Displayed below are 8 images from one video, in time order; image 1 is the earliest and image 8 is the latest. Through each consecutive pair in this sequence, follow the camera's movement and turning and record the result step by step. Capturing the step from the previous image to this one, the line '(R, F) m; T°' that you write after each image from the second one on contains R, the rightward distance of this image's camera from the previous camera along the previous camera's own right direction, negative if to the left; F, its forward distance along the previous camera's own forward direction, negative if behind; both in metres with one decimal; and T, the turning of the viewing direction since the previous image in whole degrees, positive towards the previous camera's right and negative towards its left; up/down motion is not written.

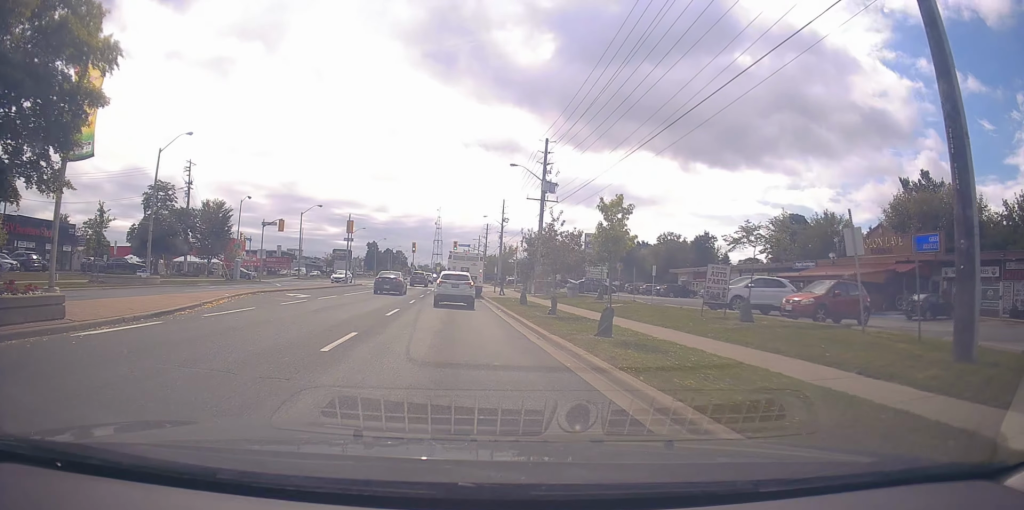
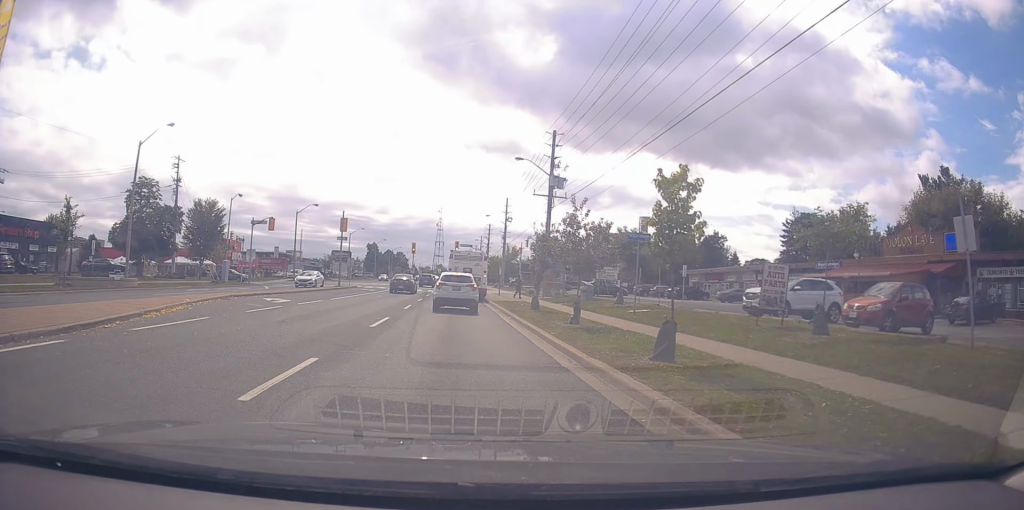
(+0.2, +4.3) m; +2°
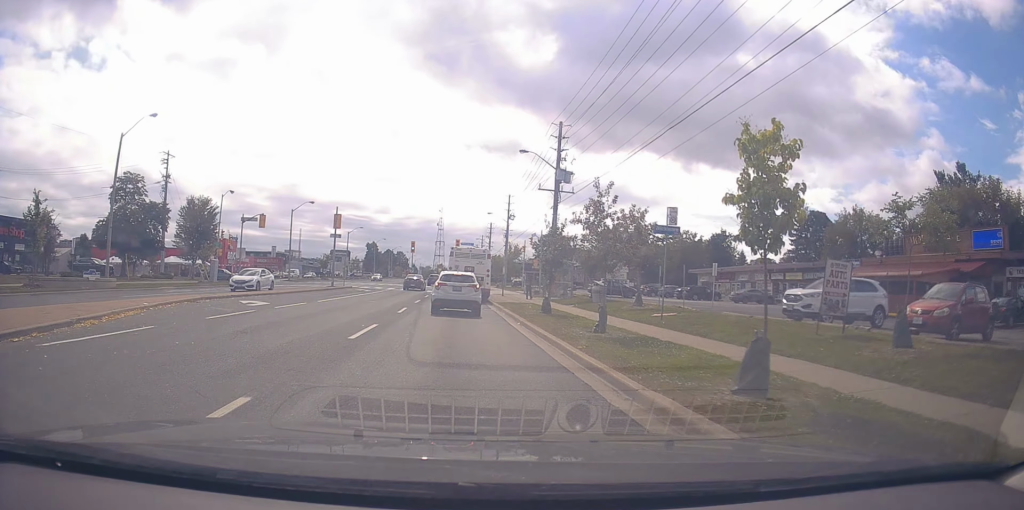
(0.0, +3.3) m; 0°
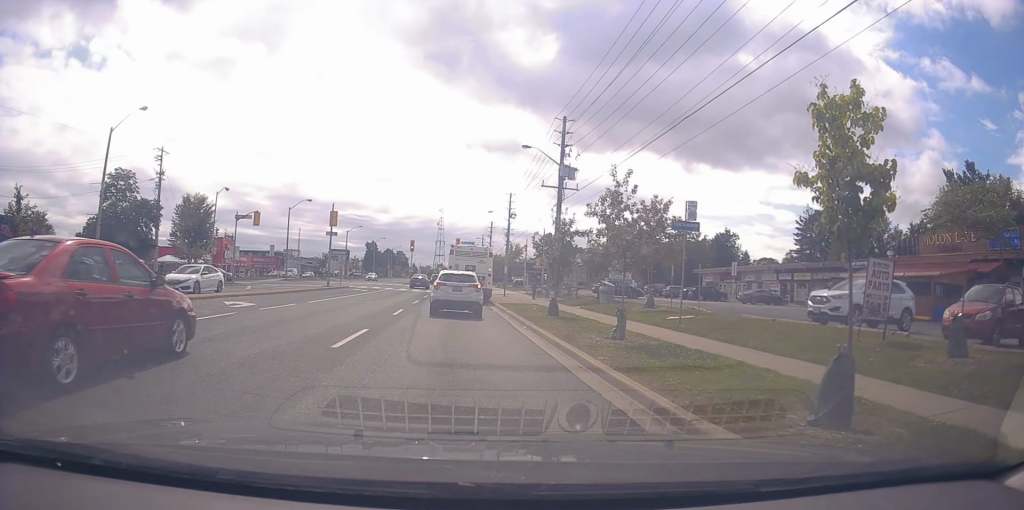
(0.0, +1.7) m; -1°
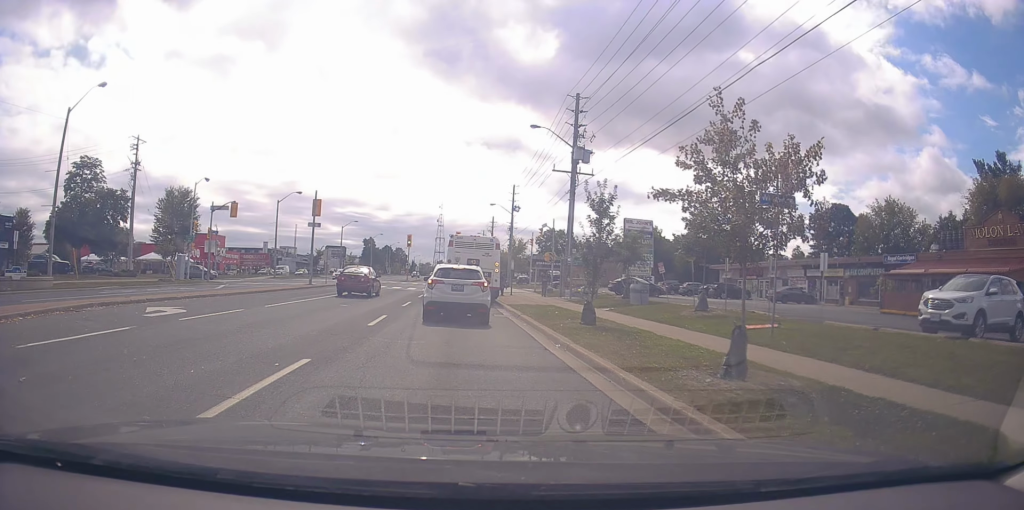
(-0.2, +5.5) m; -3°
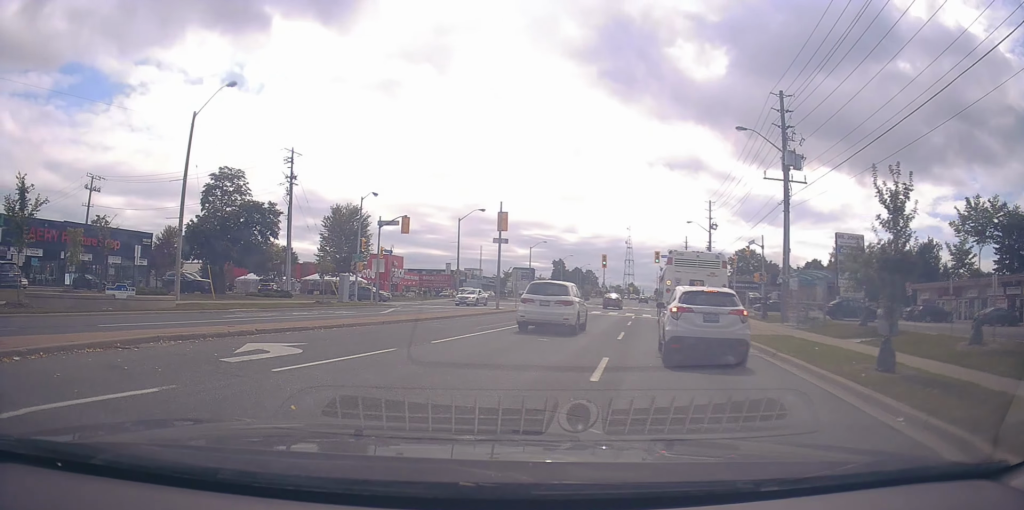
(-0.6, +4.3) m; -14°
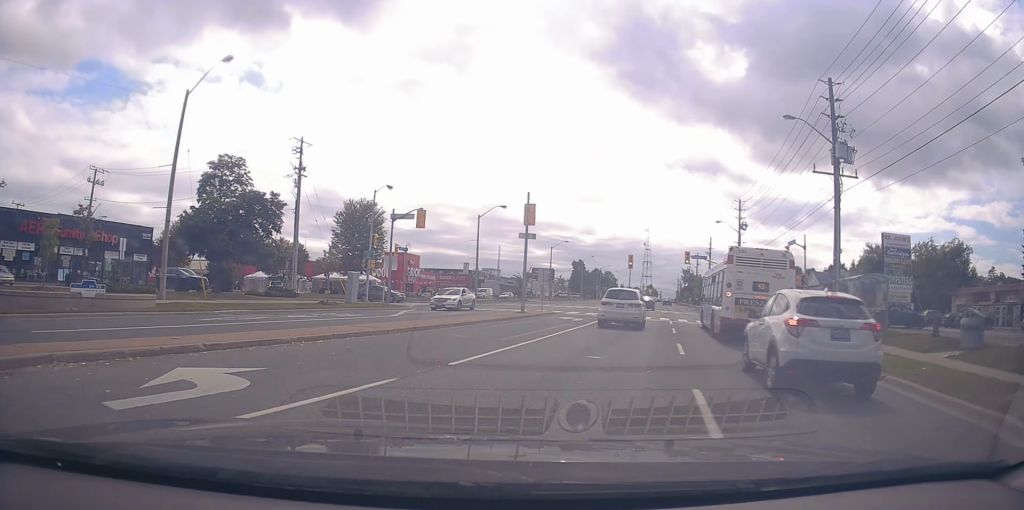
(+0.2, +2.8) m; -6°
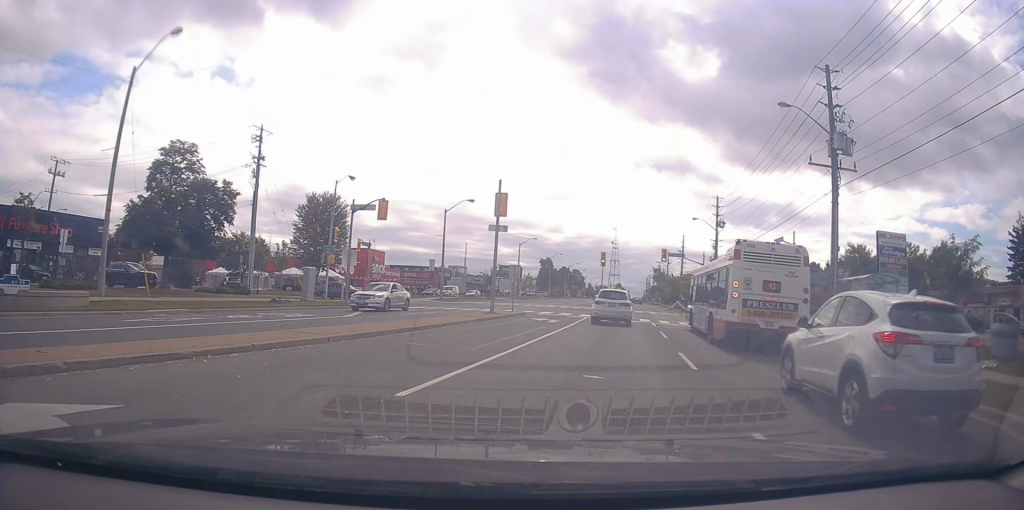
(-0.1, +2.3) m; +1°
